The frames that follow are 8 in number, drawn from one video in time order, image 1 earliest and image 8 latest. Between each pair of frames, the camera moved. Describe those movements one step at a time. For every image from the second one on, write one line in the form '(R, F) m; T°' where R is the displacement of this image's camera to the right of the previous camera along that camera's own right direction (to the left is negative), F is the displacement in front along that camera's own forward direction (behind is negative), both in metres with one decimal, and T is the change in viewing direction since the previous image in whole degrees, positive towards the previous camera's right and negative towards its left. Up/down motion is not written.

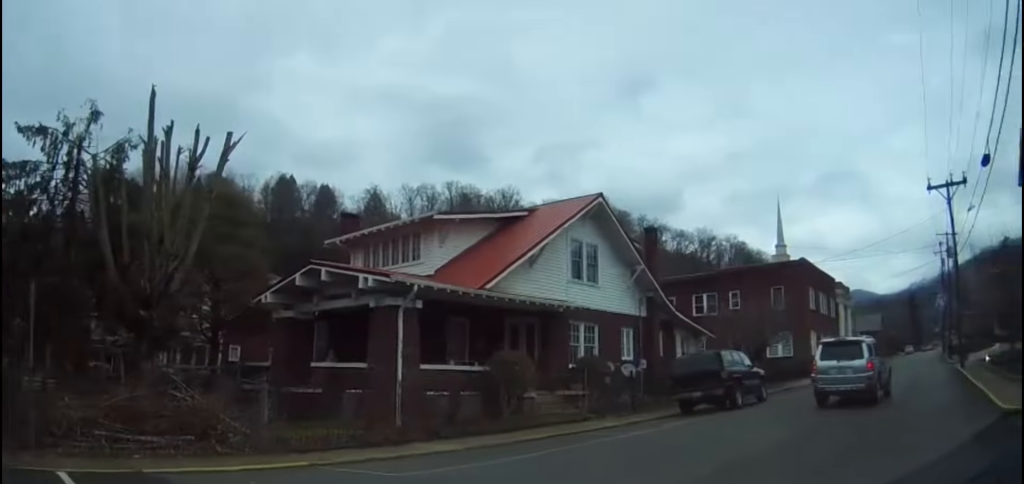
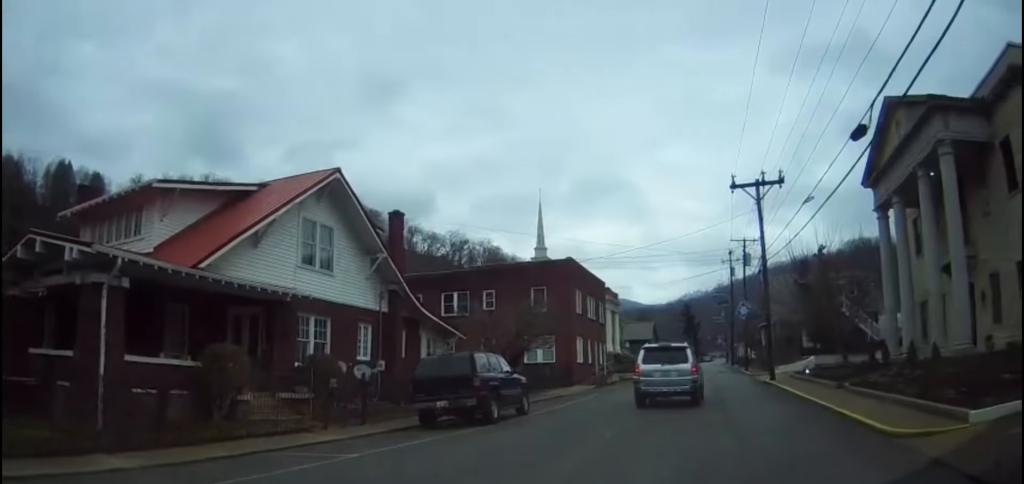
(+0.5, +3.1) m; +21°
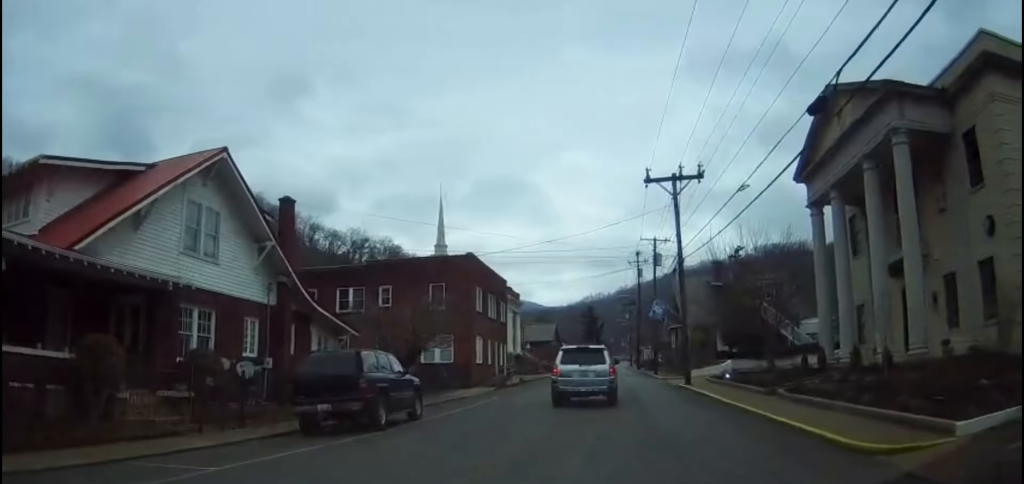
(+0.1, +1.9) m; +12°
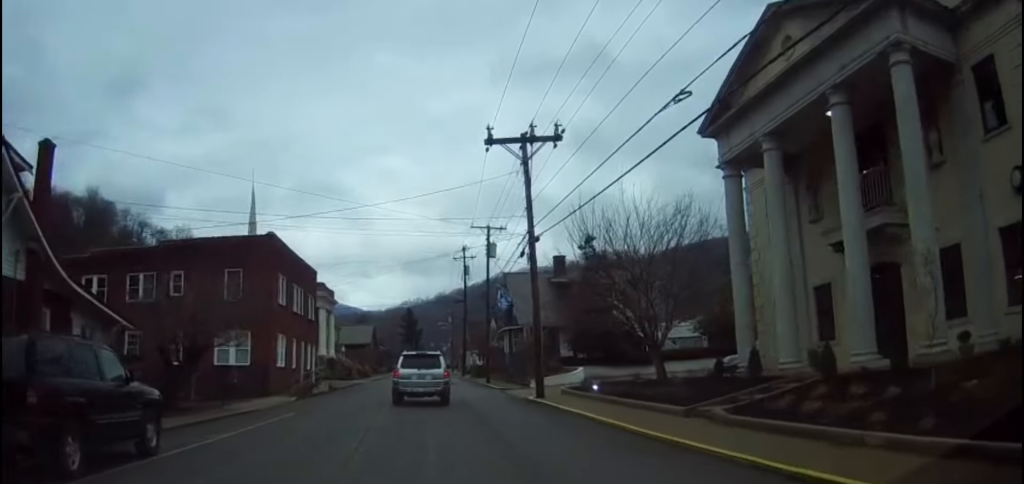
(+1.0, +6.9) m; +13°
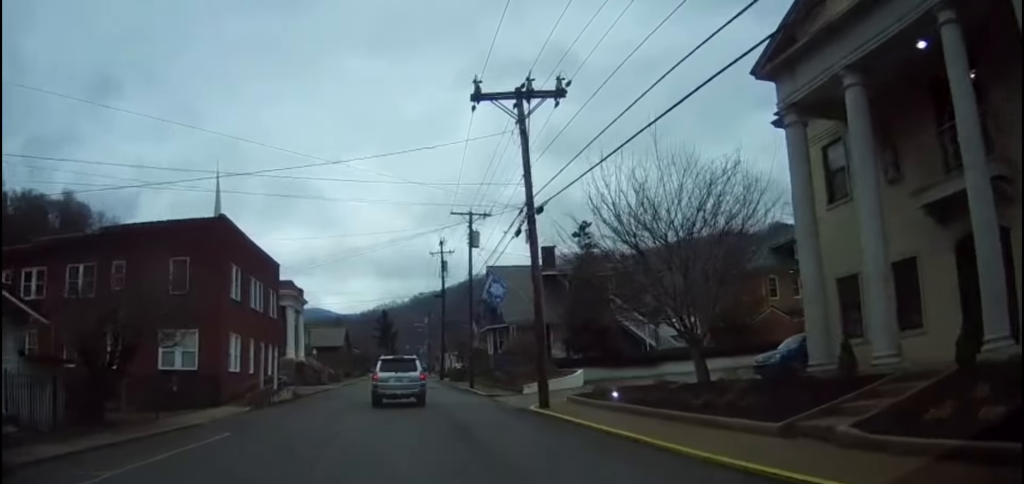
(+0.3, +4.6) m; +5°
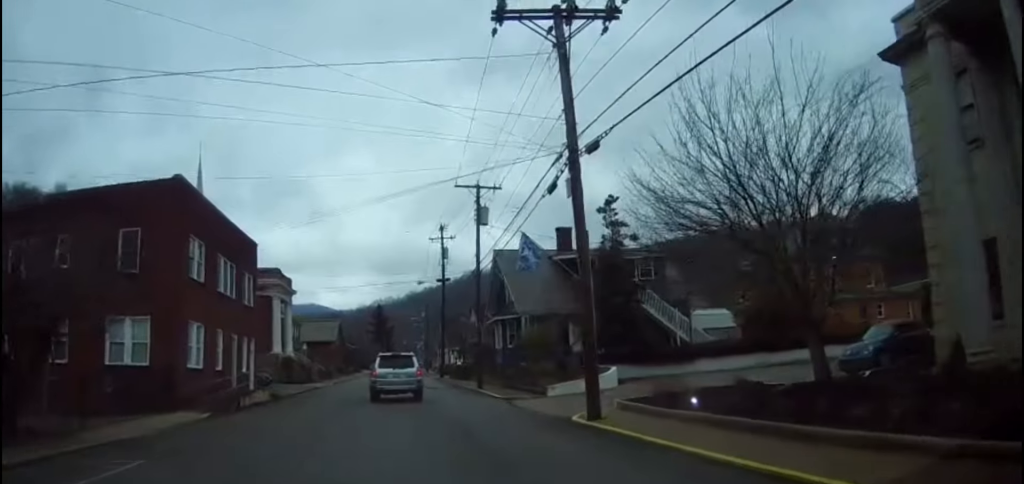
(+0.1, +5.3) m; -2°
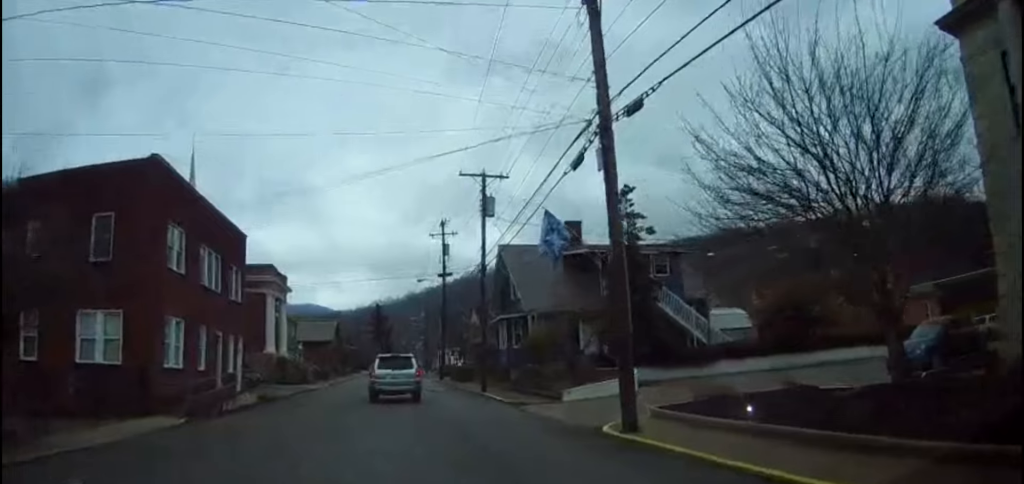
(0.0, +2.4) m; -2°
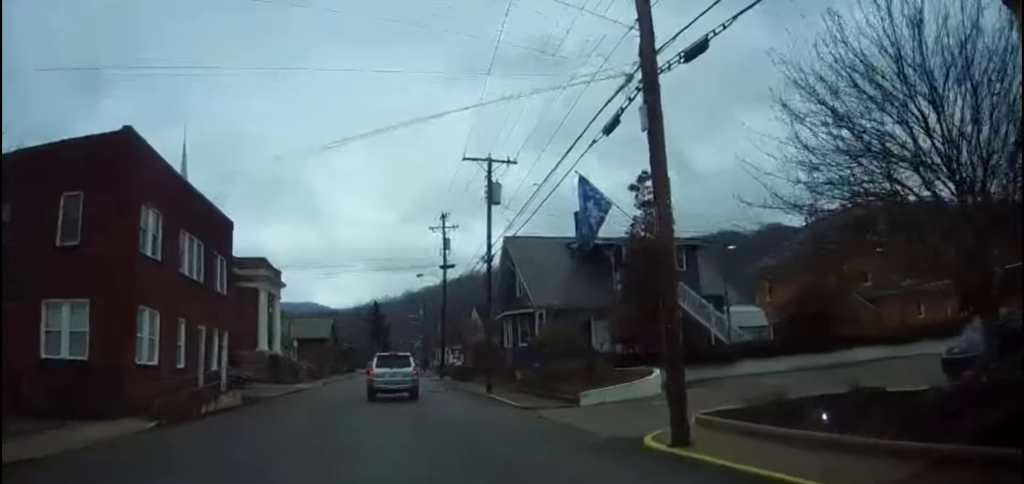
(-0.2, +2.4) m; 0°
